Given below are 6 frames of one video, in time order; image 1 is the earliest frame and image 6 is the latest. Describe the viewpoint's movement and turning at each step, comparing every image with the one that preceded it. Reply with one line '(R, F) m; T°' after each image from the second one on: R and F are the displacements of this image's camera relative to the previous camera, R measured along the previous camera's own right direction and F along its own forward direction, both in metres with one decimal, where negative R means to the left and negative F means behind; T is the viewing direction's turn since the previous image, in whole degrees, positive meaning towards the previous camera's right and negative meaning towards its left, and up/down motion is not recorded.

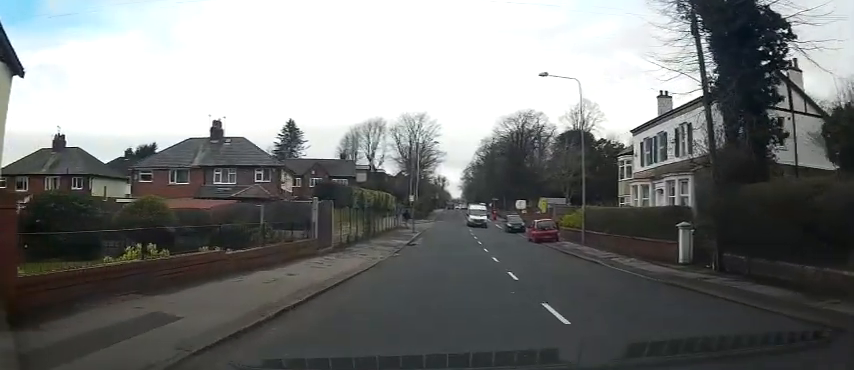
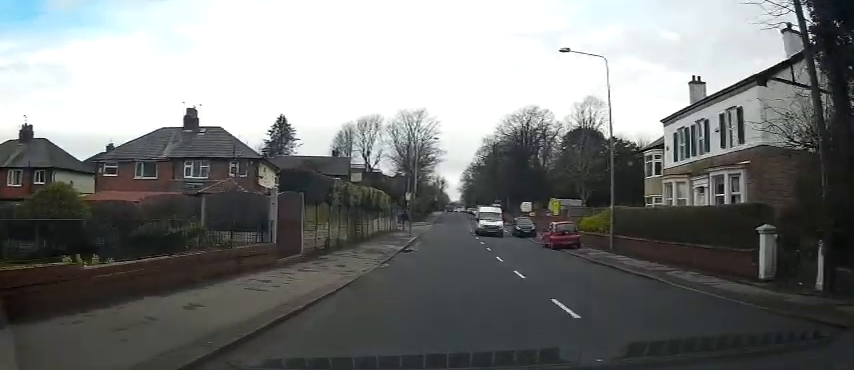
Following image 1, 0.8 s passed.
(-0.1, +5.5) m; -1°
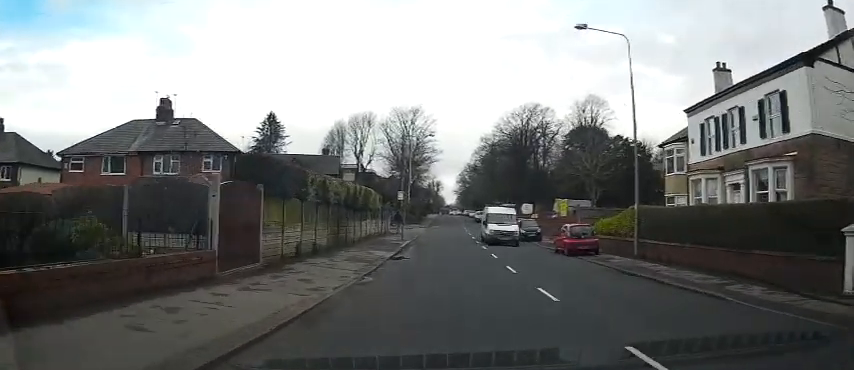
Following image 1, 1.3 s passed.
(0.0, +3.9) m; +1°
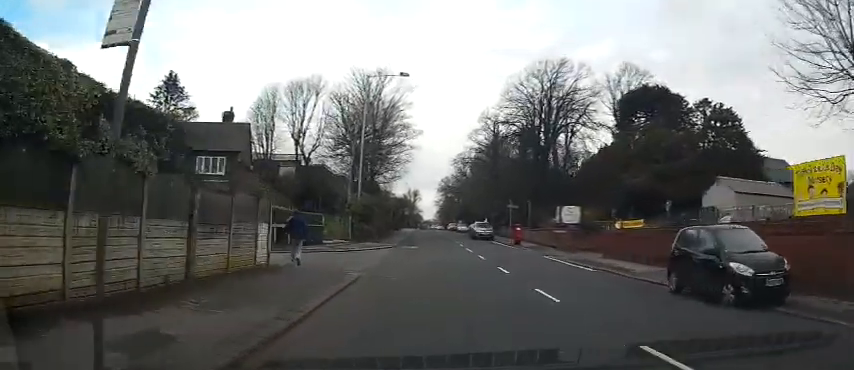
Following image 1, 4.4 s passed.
(+0.5, +30.1) m; +1°
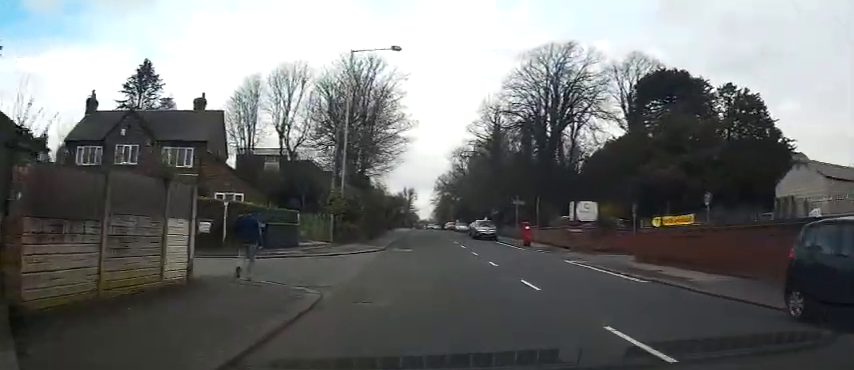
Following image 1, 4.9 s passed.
(+0.1, +5.0) m; +2°
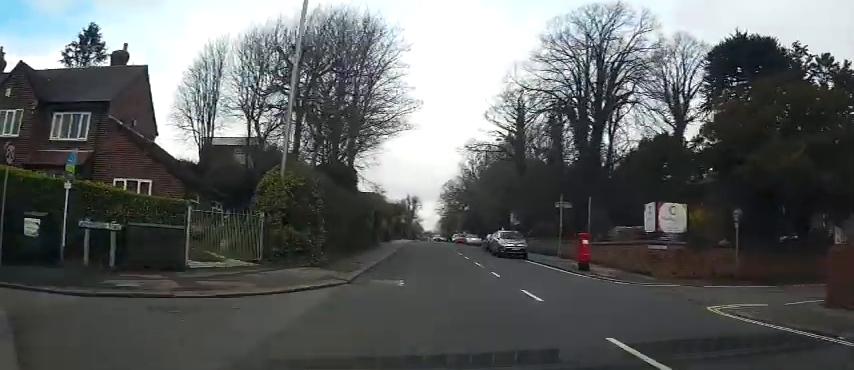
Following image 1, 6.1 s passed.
(+0.4, +12.0) m; +1°
